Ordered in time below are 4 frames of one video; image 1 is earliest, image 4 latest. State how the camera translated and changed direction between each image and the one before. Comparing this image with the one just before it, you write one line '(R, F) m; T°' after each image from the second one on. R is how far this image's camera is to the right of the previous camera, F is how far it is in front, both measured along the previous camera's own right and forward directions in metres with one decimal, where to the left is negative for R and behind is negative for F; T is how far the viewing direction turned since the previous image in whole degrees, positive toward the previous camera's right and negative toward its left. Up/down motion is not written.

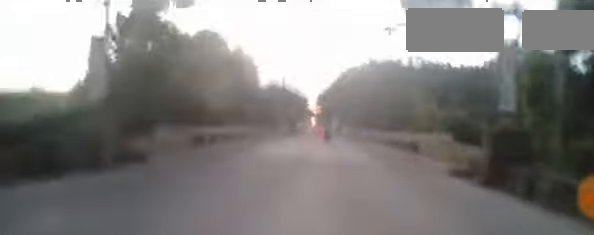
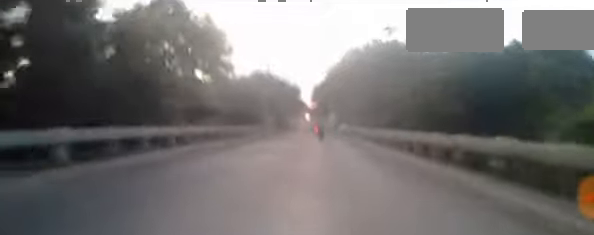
(-0.1, +11.9) m; -1°
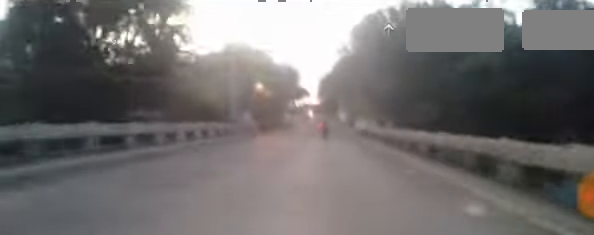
(-0.2, +18.6) m; 0°
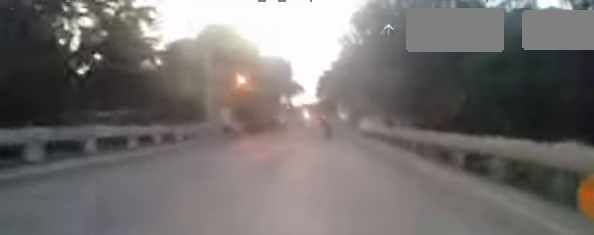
(-0.1, +6.0) m; +2°
